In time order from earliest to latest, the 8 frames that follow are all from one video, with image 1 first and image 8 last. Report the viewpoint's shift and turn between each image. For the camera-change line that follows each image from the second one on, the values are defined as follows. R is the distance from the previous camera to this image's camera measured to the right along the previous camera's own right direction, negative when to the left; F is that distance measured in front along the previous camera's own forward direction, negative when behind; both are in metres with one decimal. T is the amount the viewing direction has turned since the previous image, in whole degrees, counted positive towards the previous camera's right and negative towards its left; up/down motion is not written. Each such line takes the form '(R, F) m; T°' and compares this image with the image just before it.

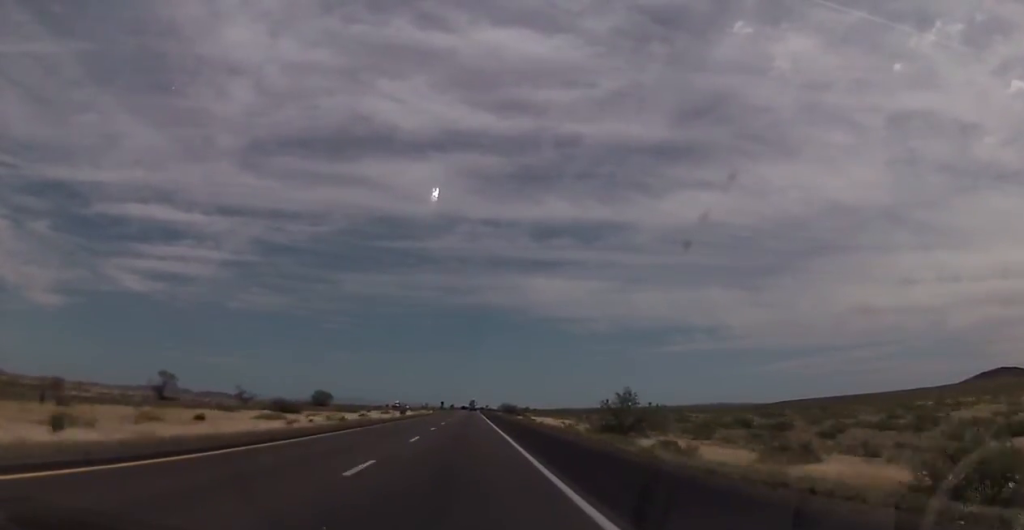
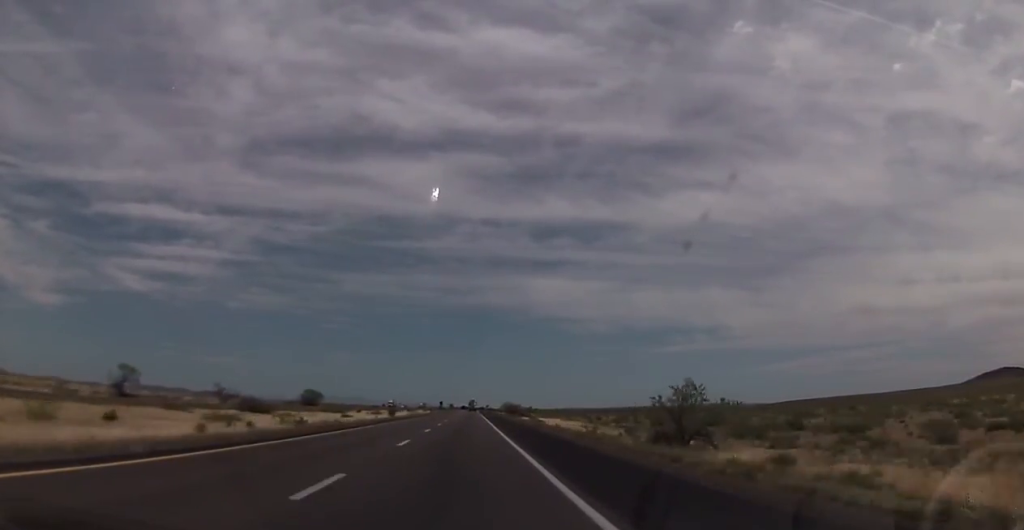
(-0.1, +15.6) m; 0°
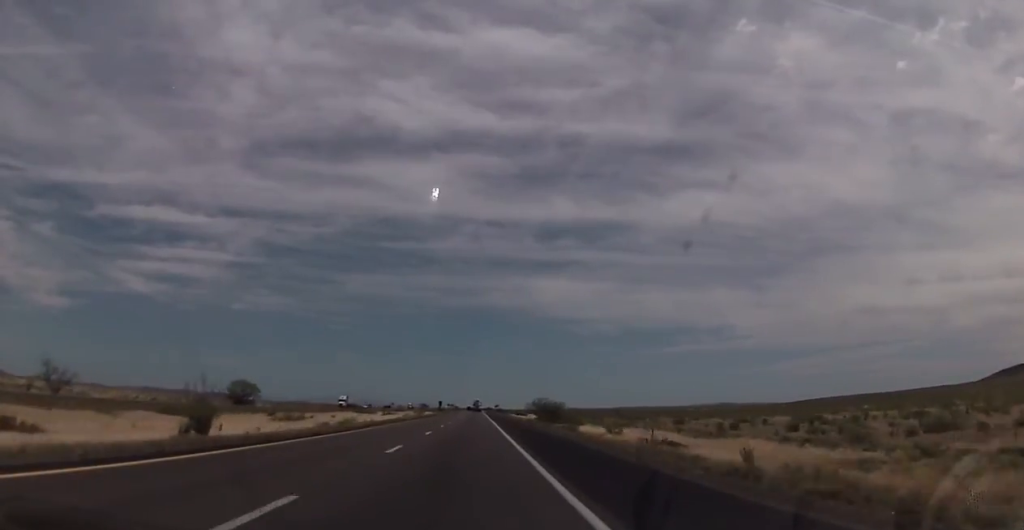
(+1.0, +77.0) m; 0°
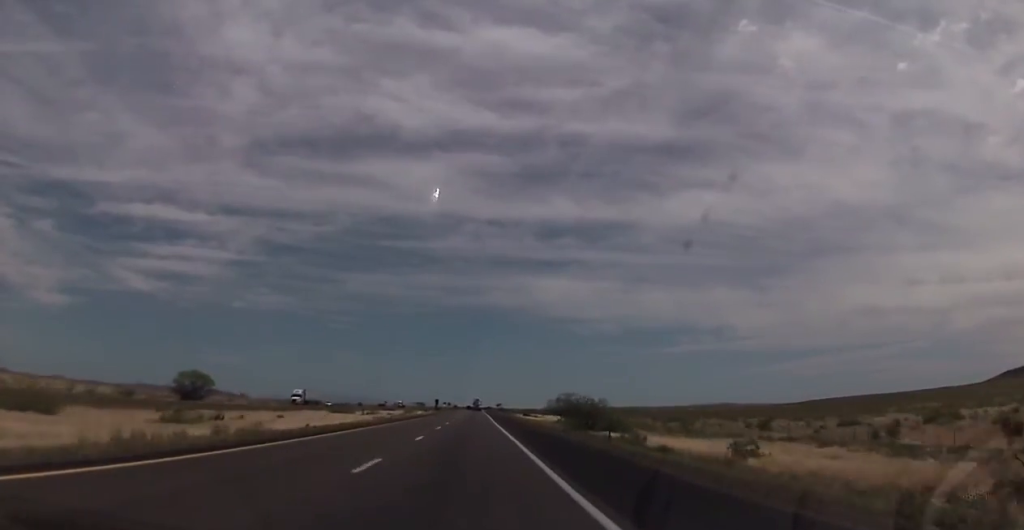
(0.0, +30.0) m; -1°
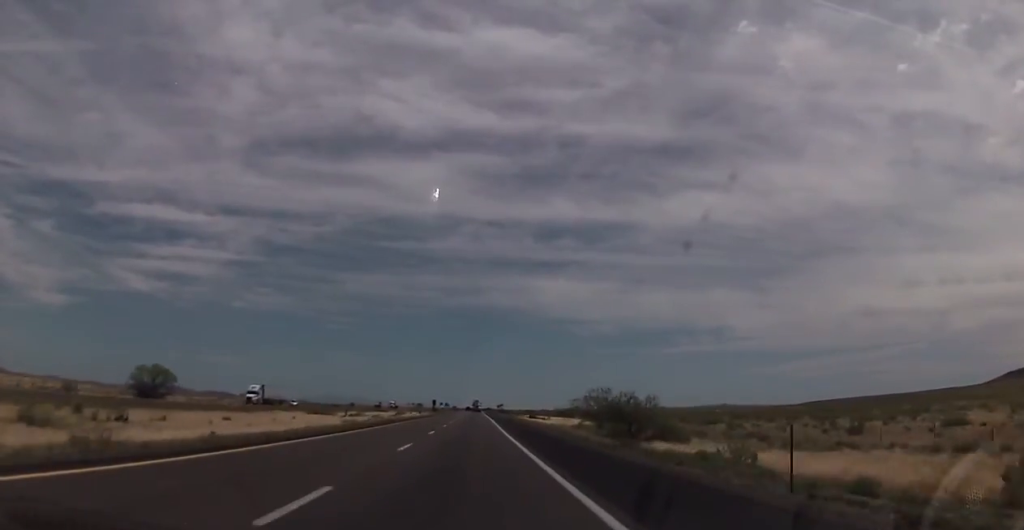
(-0.3, +18.1) m; 0°
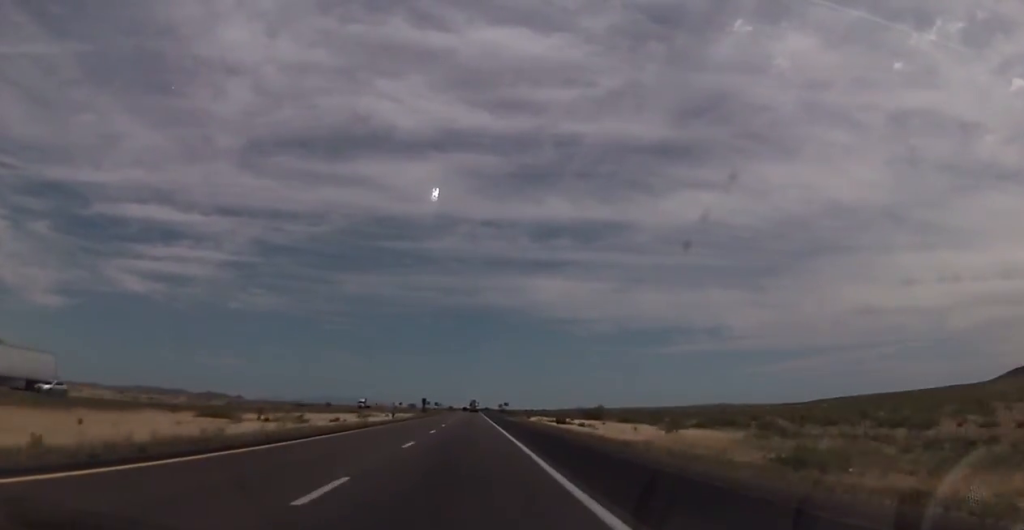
(+0.3, +48.1) m; +1°
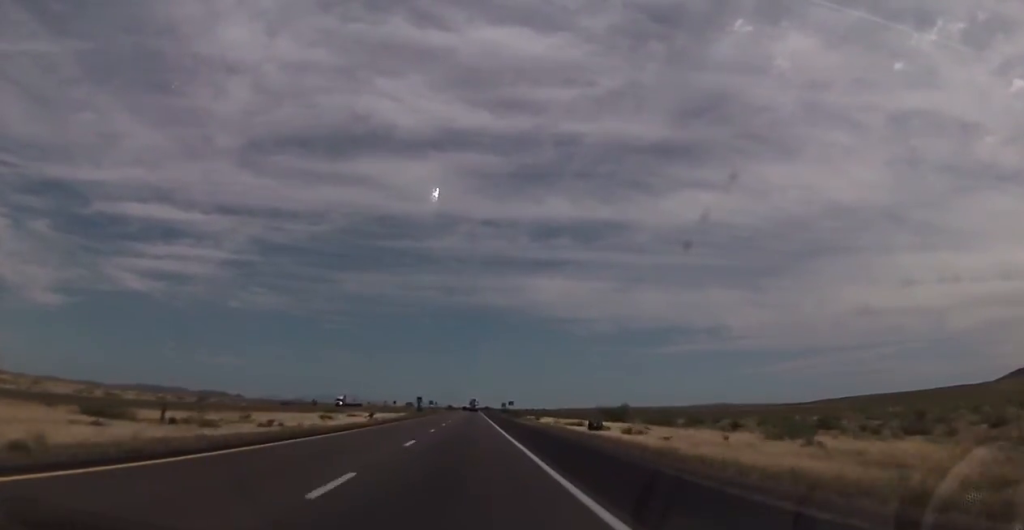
(0.0, +23.9) m; 0°
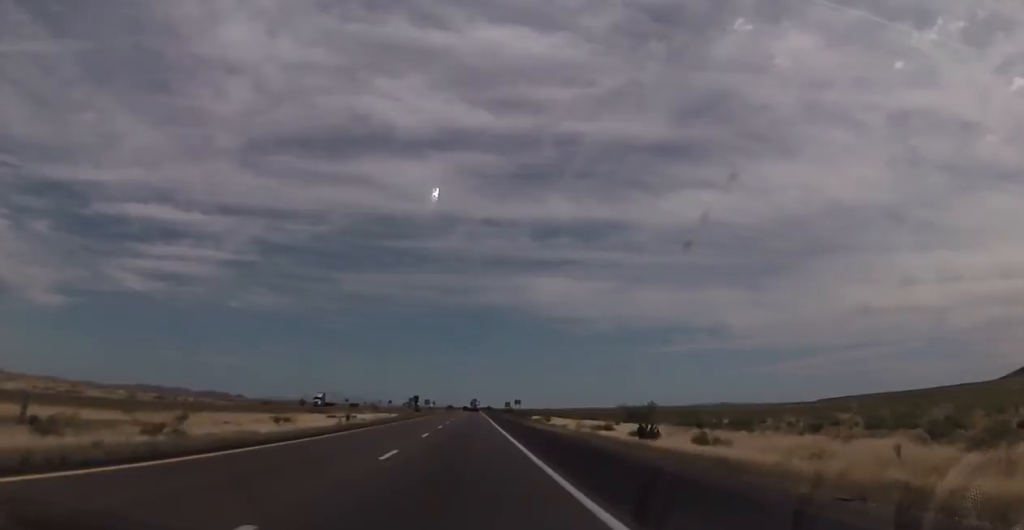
(0.0, +17.9) m; 0°
